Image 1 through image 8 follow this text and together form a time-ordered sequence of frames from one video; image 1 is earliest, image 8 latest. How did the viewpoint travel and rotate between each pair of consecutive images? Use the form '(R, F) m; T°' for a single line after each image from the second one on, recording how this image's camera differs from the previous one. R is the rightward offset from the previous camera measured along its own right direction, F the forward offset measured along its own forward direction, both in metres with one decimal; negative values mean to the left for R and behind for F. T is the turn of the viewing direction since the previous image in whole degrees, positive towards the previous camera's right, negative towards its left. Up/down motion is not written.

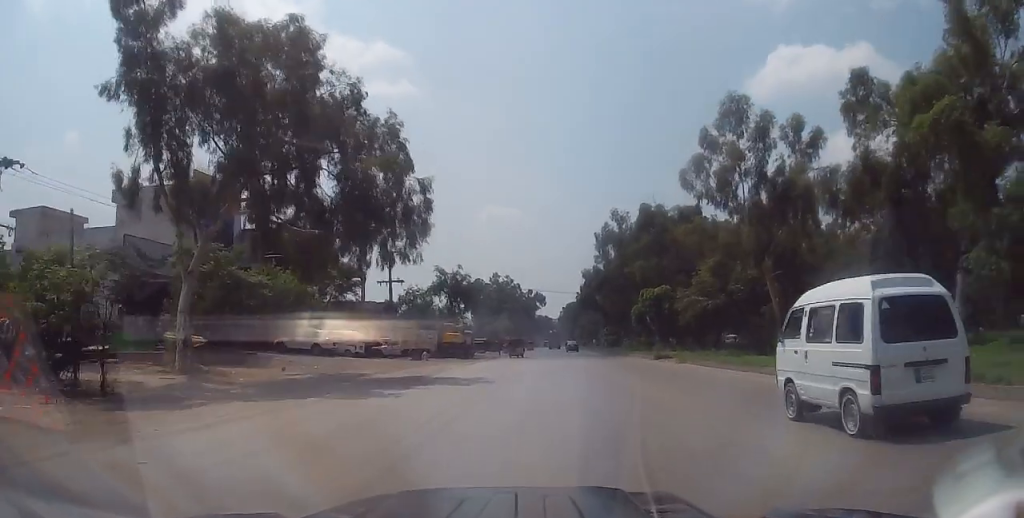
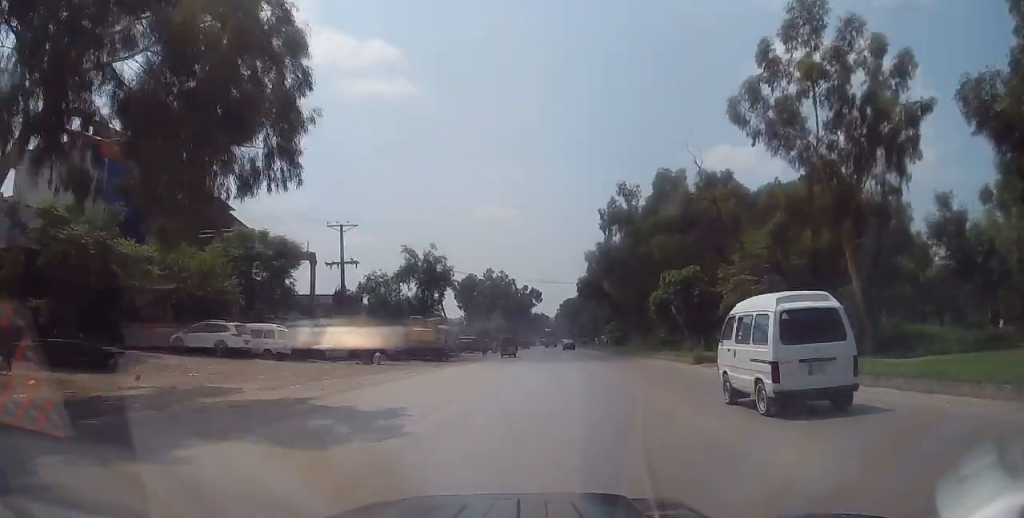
(+0.2, +12.3) m; +1°
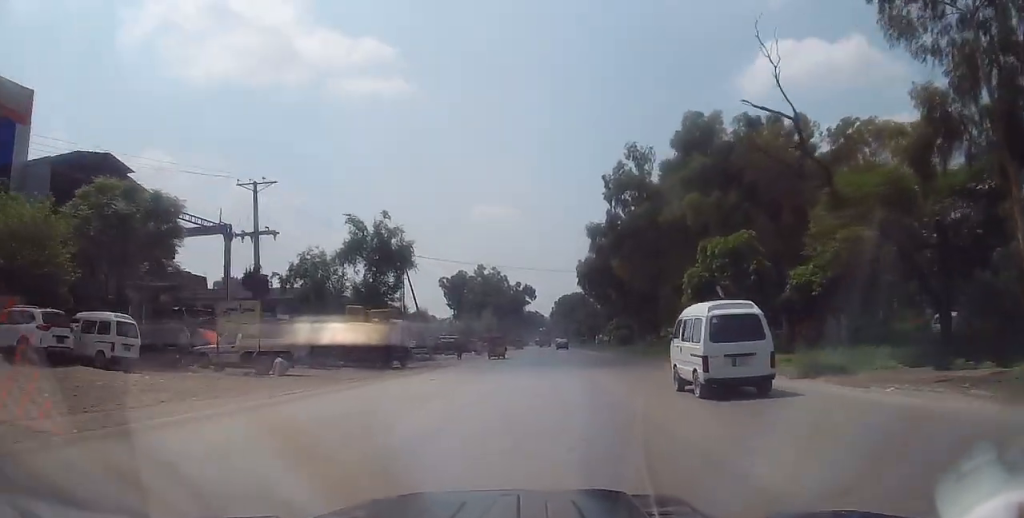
(+0.1, +12.8) m; 0°
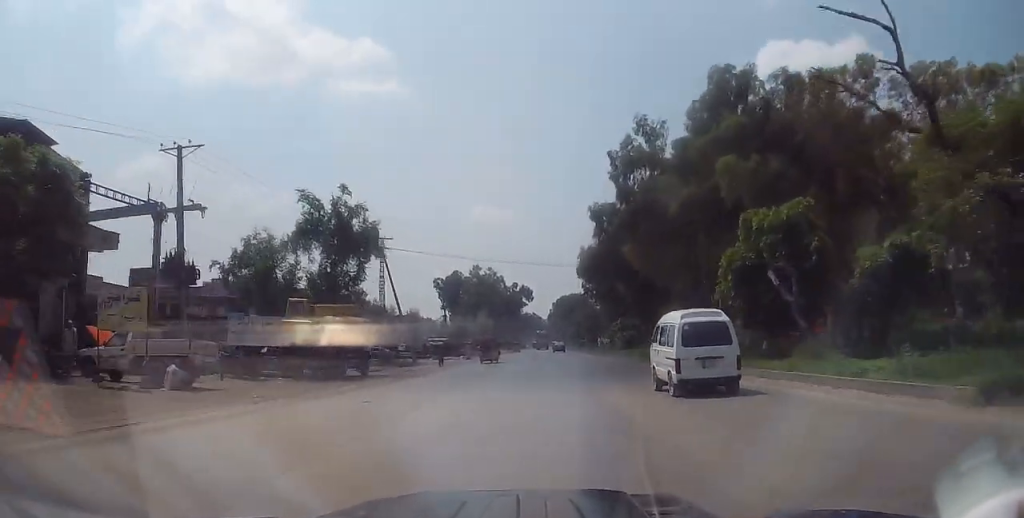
(-0.2, +7.1) m; 0°
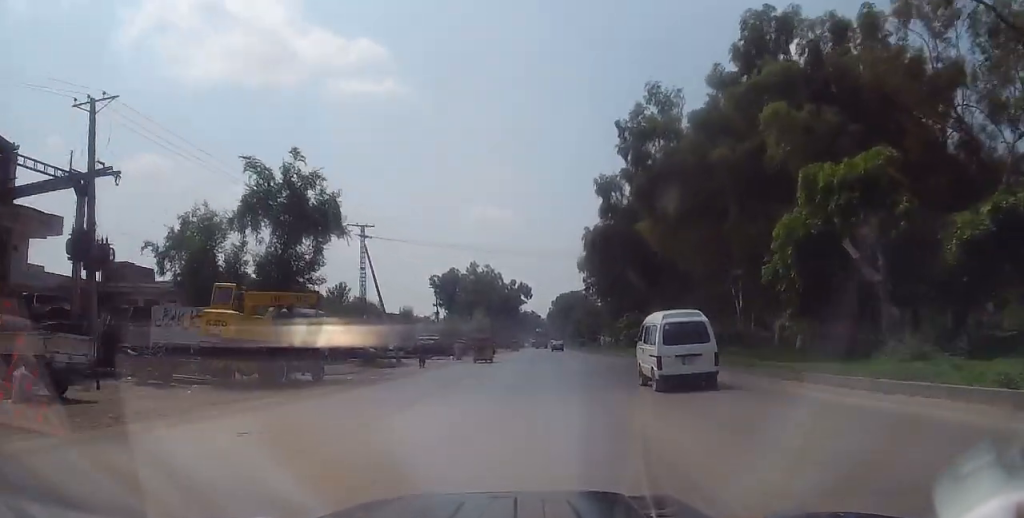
(0.0, +5.9) m; 0°
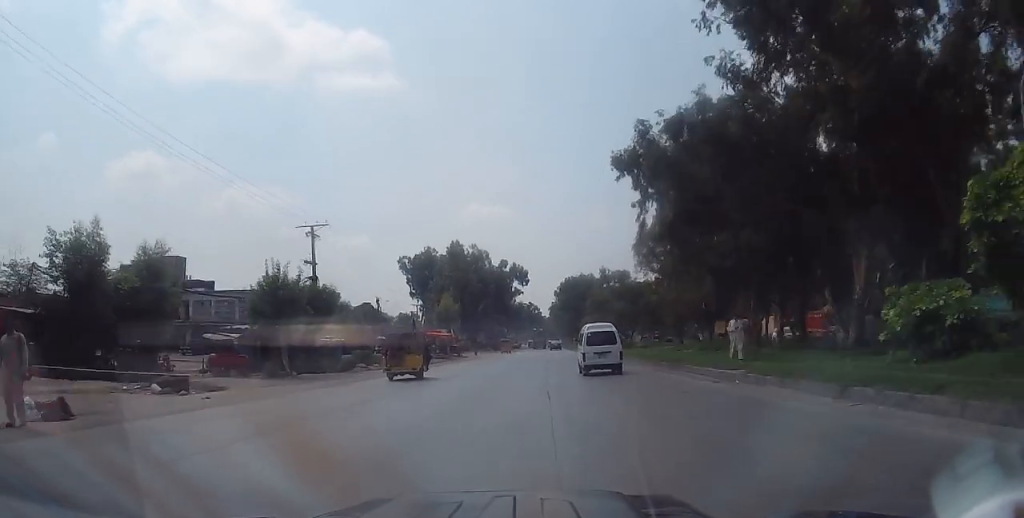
(+0.1, +48.9) m; 0°
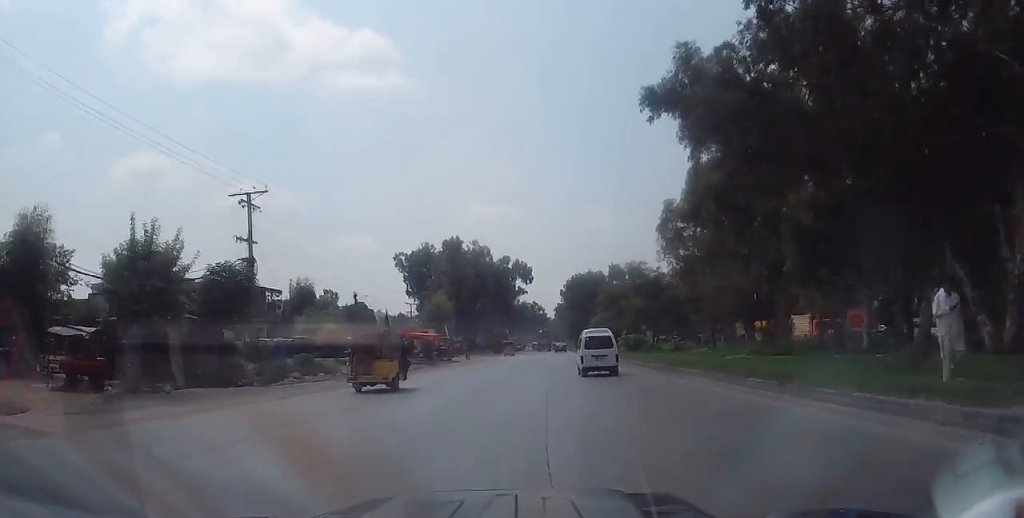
(+0.1, +10.6) m; 0°
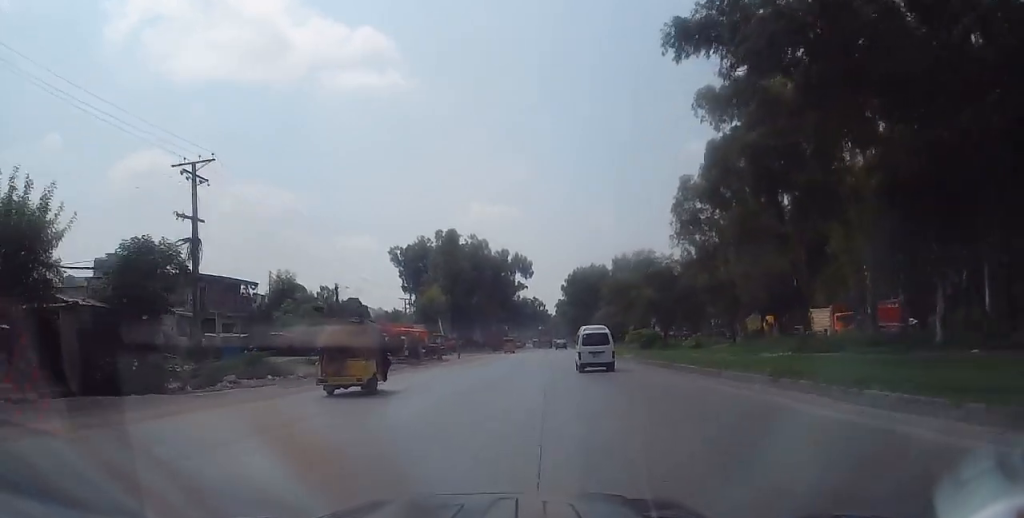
(+0.2, +5.8) m; 0°
